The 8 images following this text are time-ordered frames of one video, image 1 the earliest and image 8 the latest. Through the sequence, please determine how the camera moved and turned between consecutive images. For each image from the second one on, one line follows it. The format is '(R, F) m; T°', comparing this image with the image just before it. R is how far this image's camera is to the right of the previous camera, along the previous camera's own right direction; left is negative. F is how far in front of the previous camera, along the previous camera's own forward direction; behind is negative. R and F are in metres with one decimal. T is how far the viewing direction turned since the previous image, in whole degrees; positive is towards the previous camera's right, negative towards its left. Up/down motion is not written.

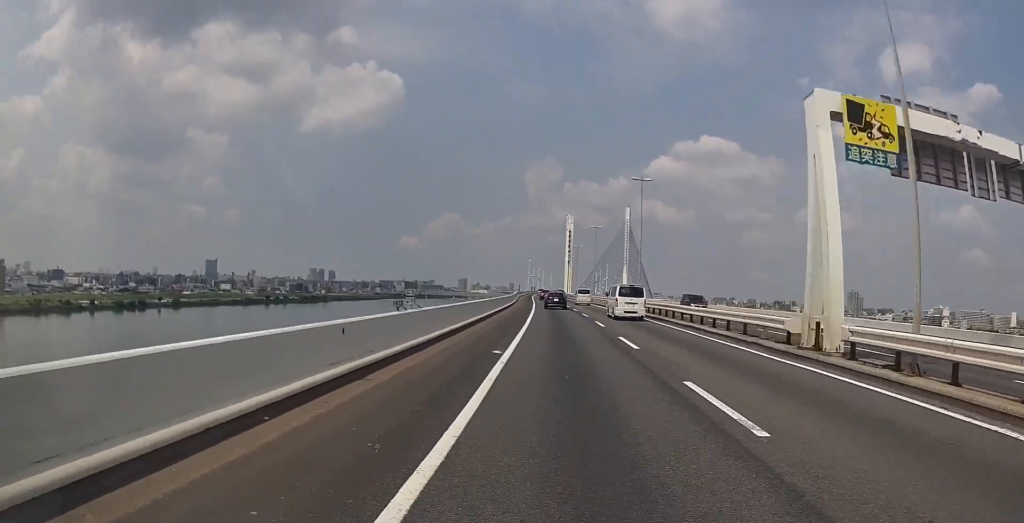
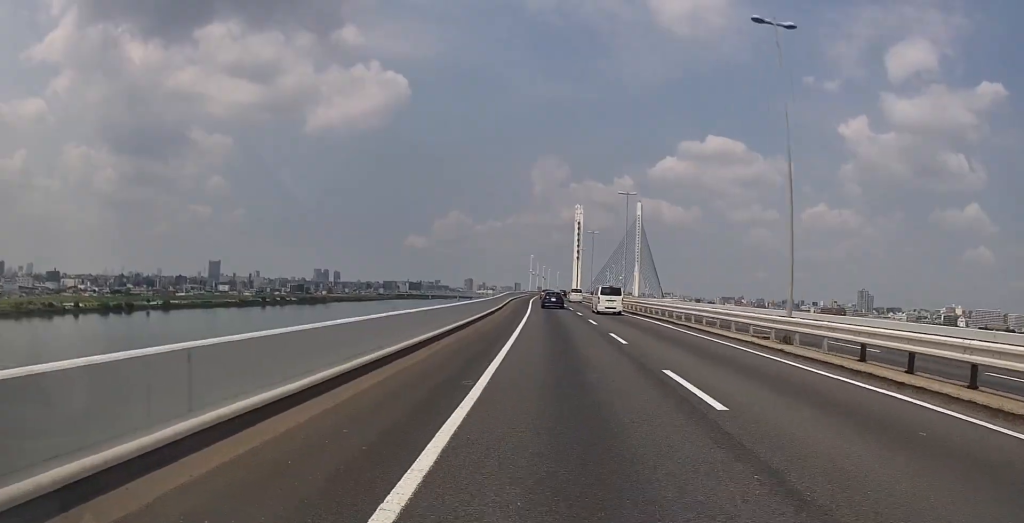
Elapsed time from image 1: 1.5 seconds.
(0.0, +27.7) m; 0°
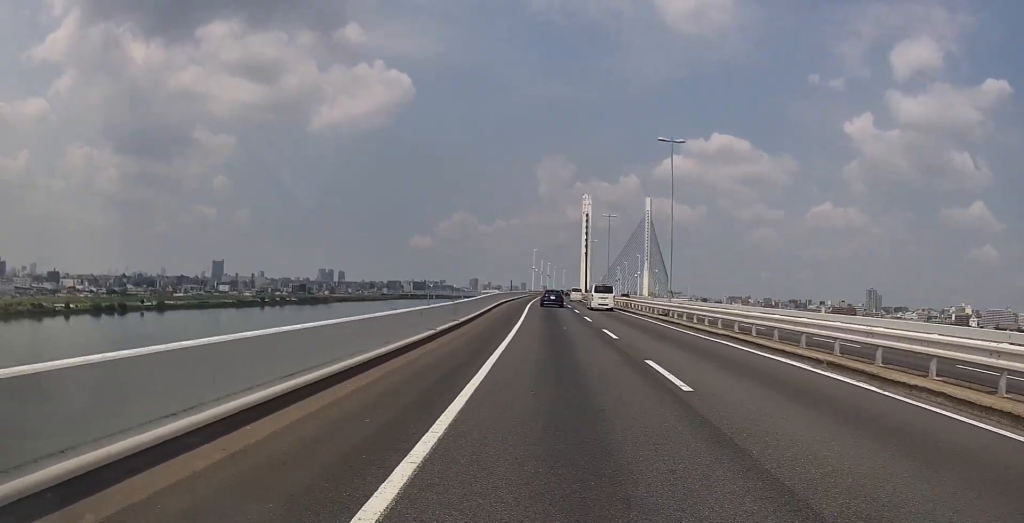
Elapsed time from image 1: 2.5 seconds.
(0.0, +18.0) m; 0°
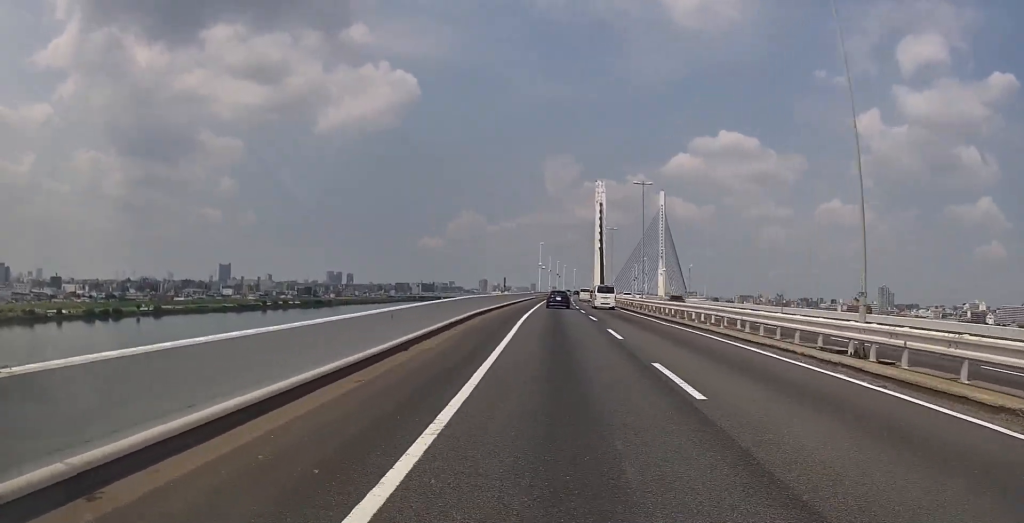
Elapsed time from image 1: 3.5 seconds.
(0.0, +20.1) m; -1°
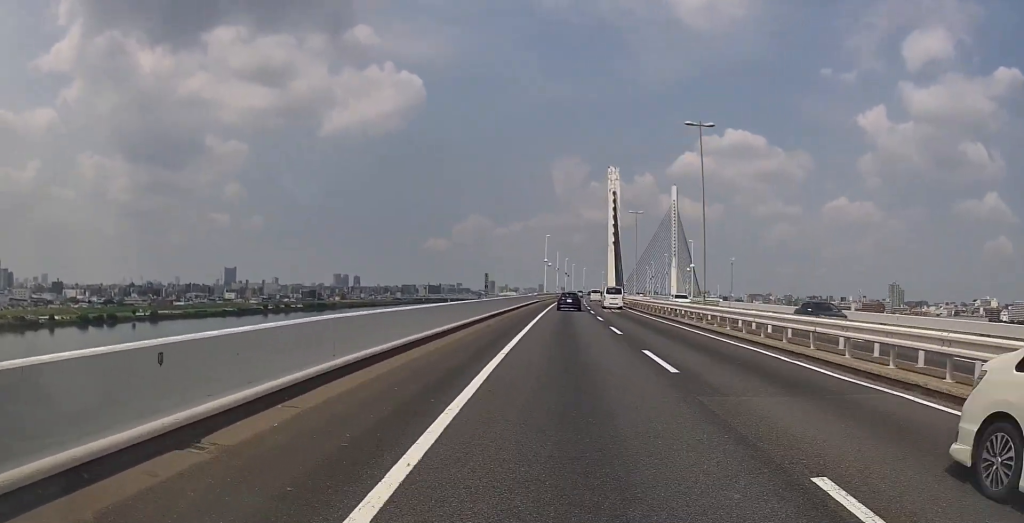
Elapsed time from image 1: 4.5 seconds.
(-0.4, +17.8) m; -1°
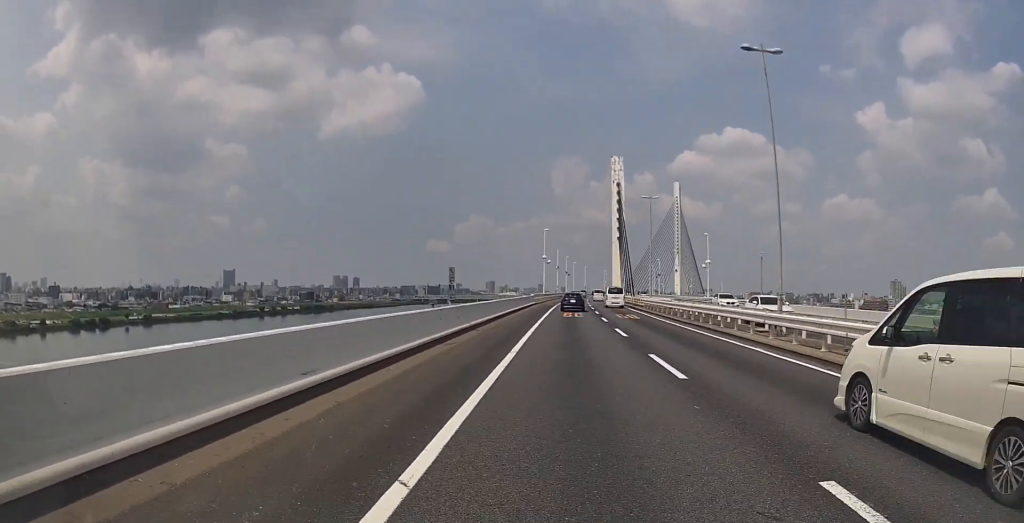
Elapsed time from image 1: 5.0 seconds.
(0.0, +10.9) m; 0°
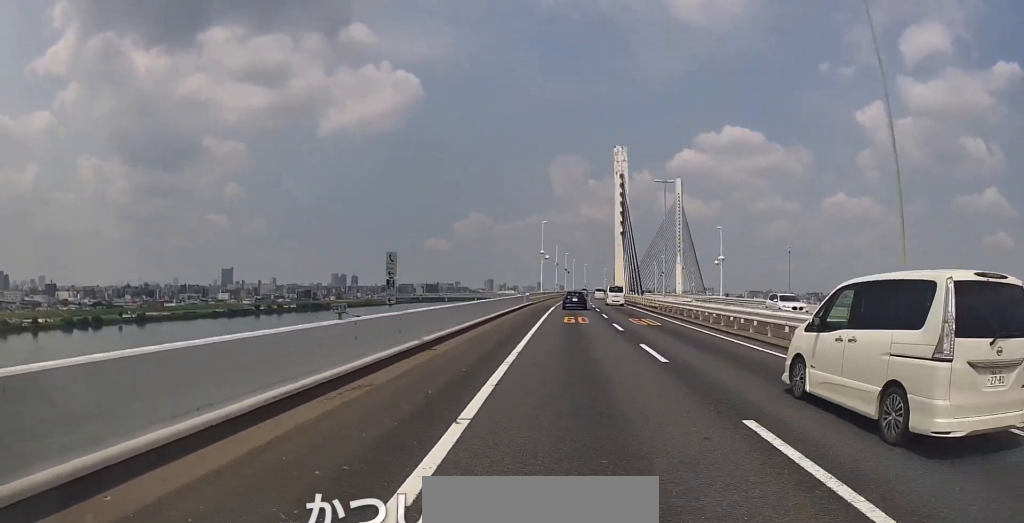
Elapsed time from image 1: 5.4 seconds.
(0.0, +7.7) m; 0°
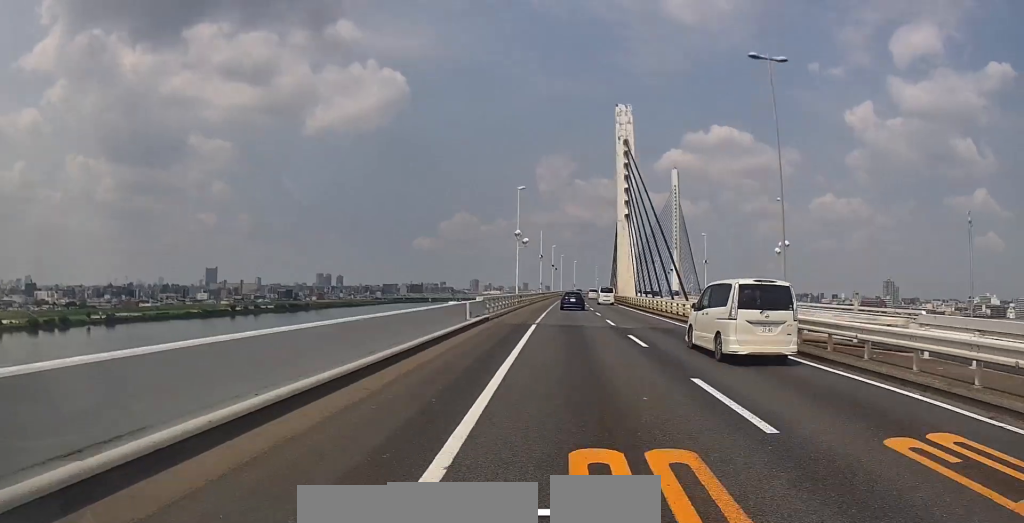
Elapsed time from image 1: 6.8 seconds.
(0.0, +26.5) m; 0°
